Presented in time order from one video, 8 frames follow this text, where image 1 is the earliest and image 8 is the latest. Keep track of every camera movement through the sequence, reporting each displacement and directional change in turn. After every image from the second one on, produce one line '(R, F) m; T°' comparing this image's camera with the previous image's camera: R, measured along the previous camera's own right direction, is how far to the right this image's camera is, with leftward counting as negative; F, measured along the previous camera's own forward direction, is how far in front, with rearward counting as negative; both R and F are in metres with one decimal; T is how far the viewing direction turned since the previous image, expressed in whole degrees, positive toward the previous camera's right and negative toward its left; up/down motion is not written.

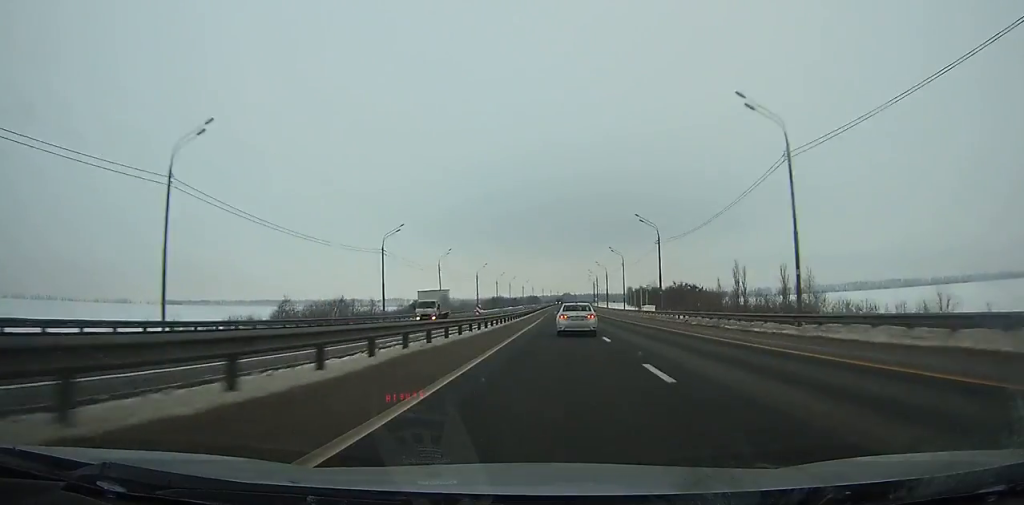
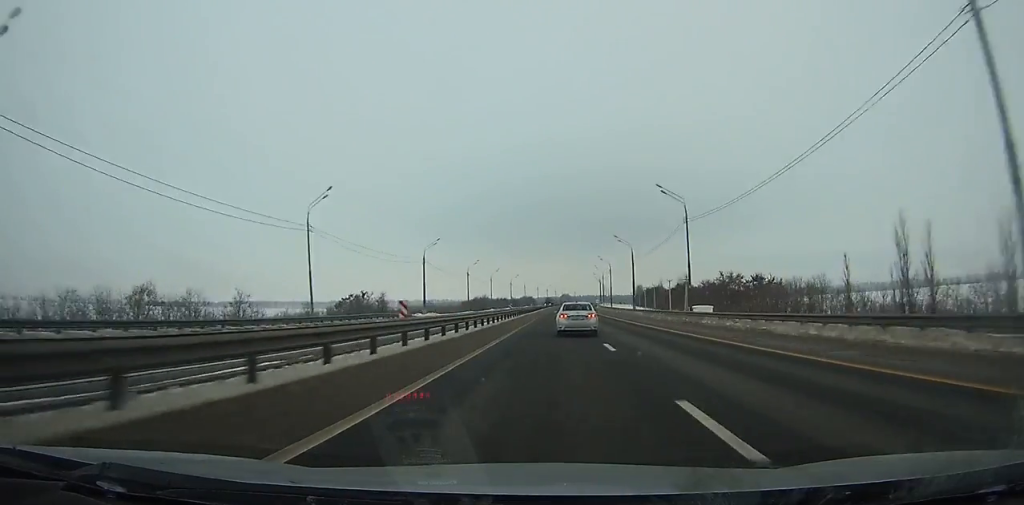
(-0.1, +52.7) m; 0°
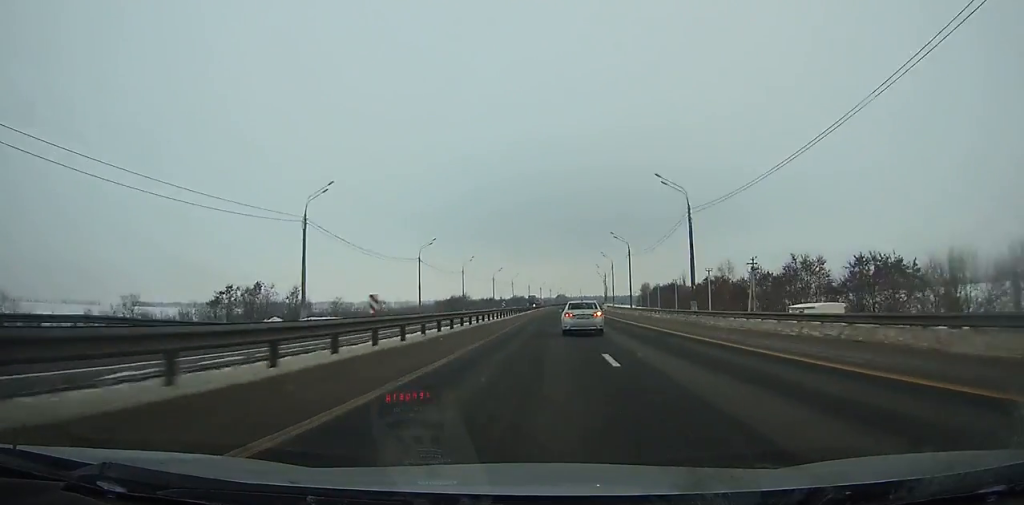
(+0.1, +39.3) m; 0°
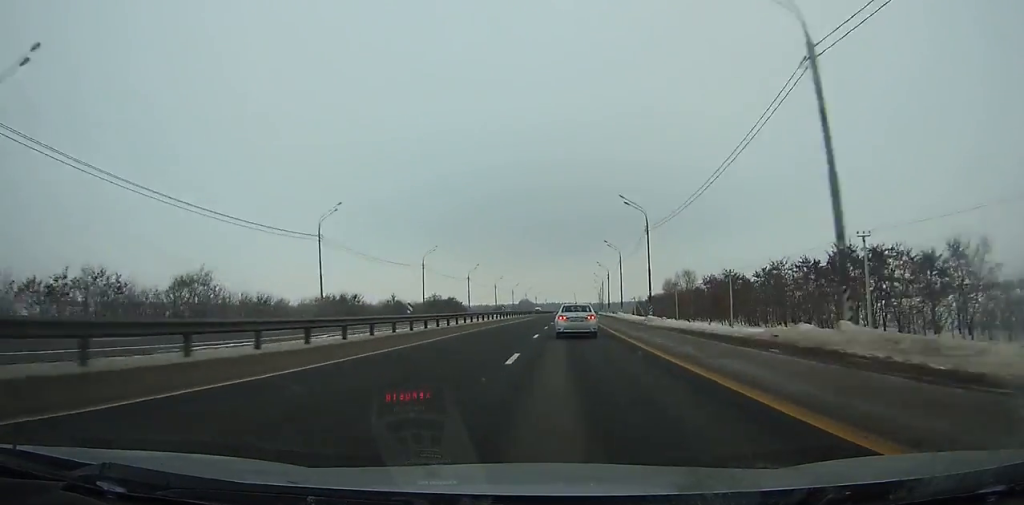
(+3.1, +139.4) m; +3°
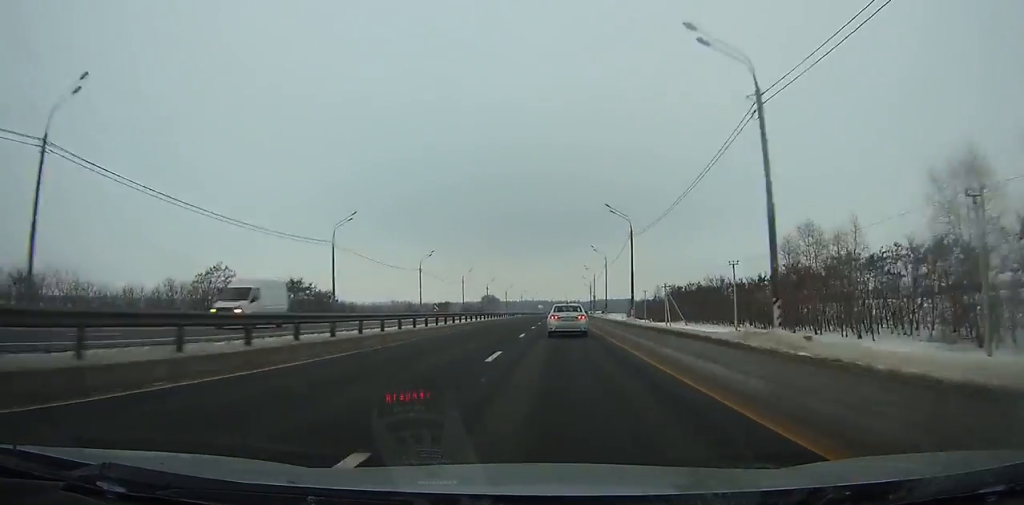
(+2.3, +105.6) m; +2°
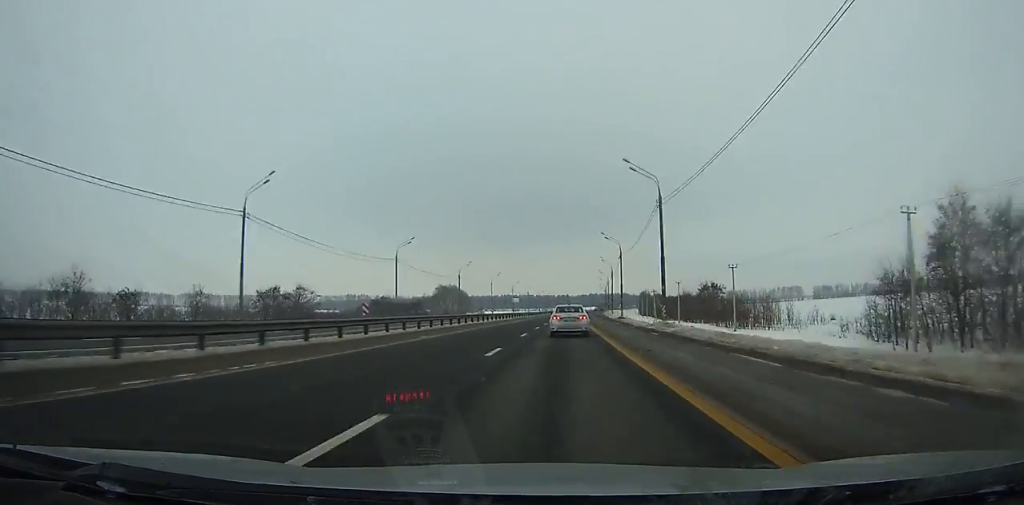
(+1.9, +126.4) m; +2°
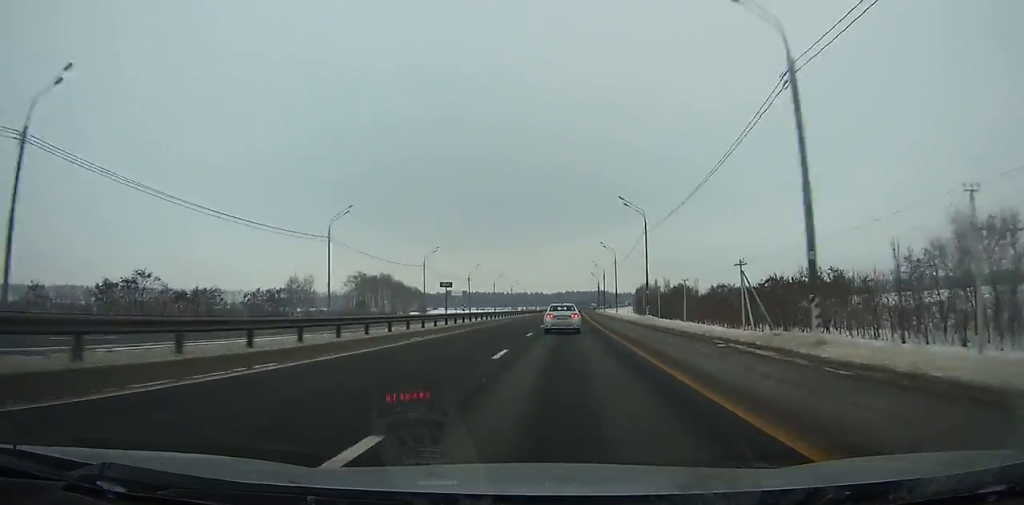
(+1.8, +97.0) m; +2°
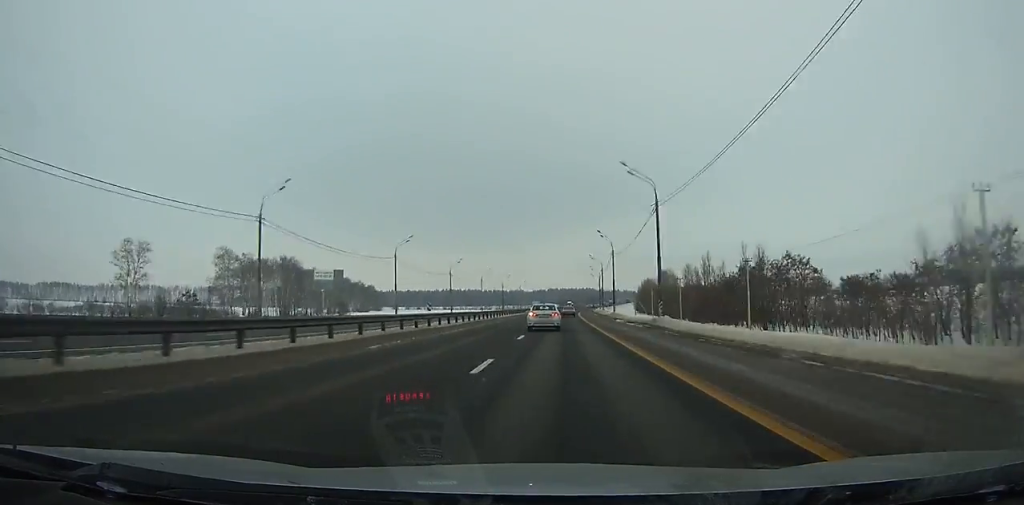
(+1.1, +87.3) m; +2°
